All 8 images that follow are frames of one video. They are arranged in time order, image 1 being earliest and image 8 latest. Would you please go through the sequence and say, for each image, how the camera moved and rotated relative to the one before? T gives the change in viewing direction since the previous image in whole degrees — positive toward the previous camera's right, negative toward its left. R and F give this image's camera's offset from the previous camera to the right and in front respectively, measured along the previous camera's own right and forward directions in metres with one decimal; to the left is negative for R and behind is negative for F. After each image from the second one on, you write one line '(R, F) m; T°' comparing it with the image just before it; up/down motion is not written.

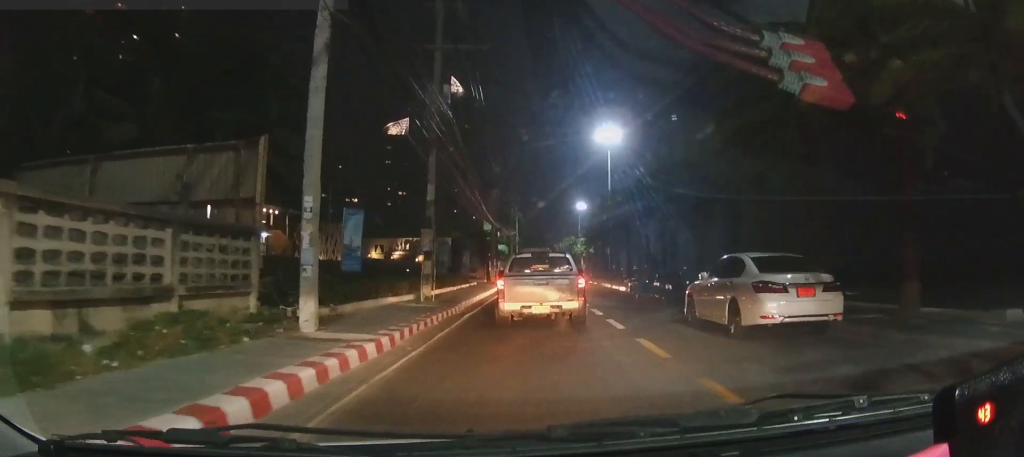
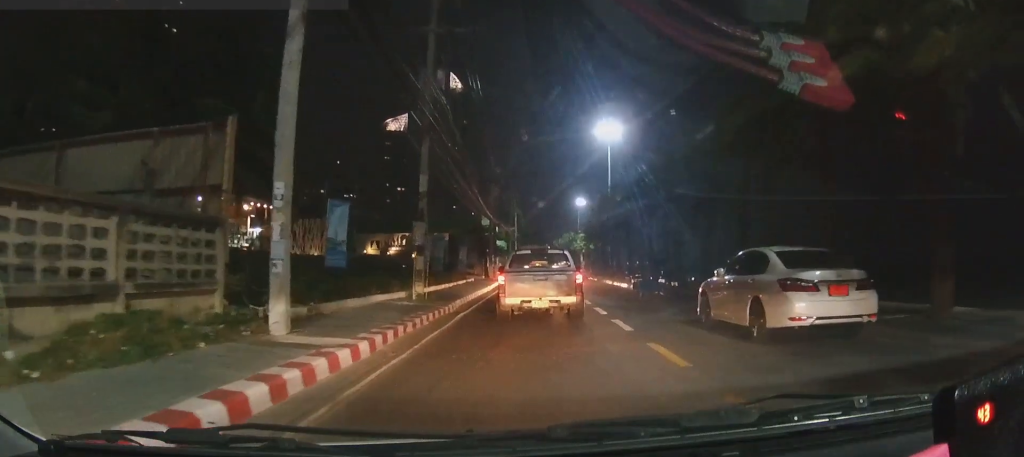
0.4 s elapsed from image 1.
(0.0, +1.3) m; +2°
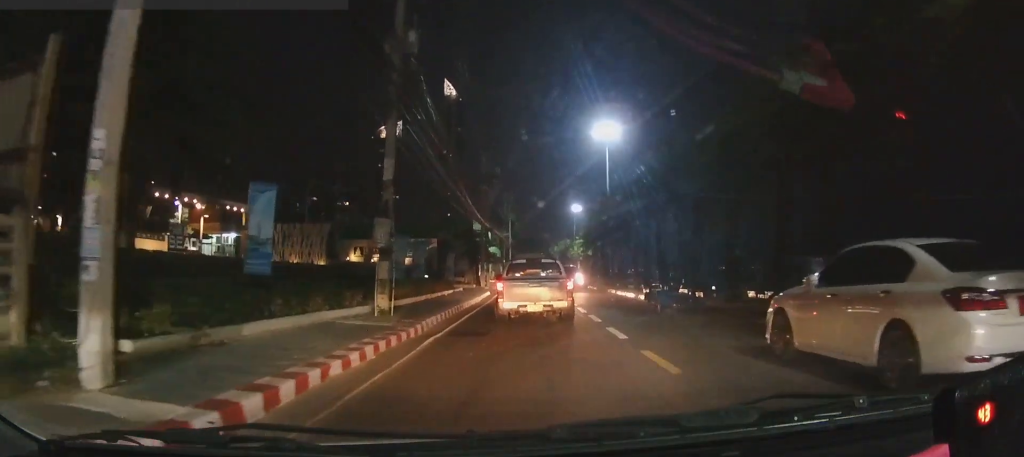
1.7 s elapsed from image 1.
(+0.1, +4.1) m; 0°
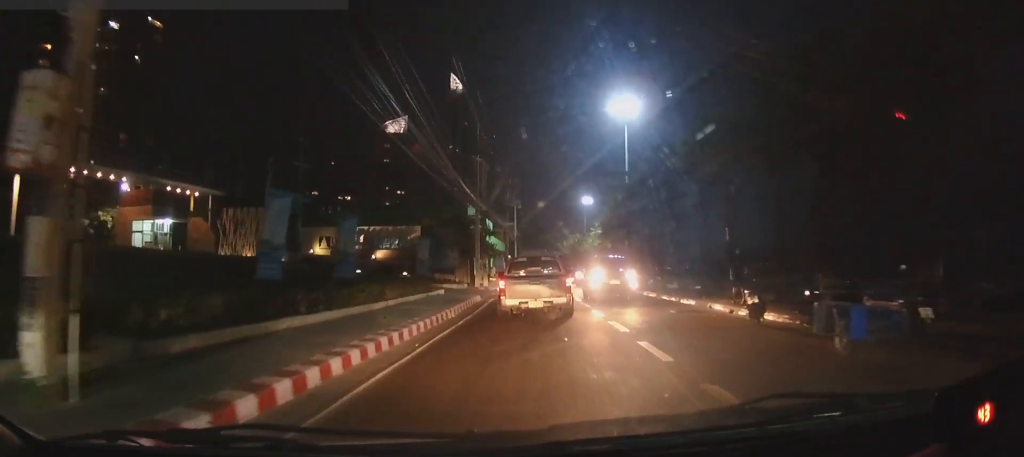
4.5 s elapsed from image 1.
(+0.6, +10.3) m; -1°
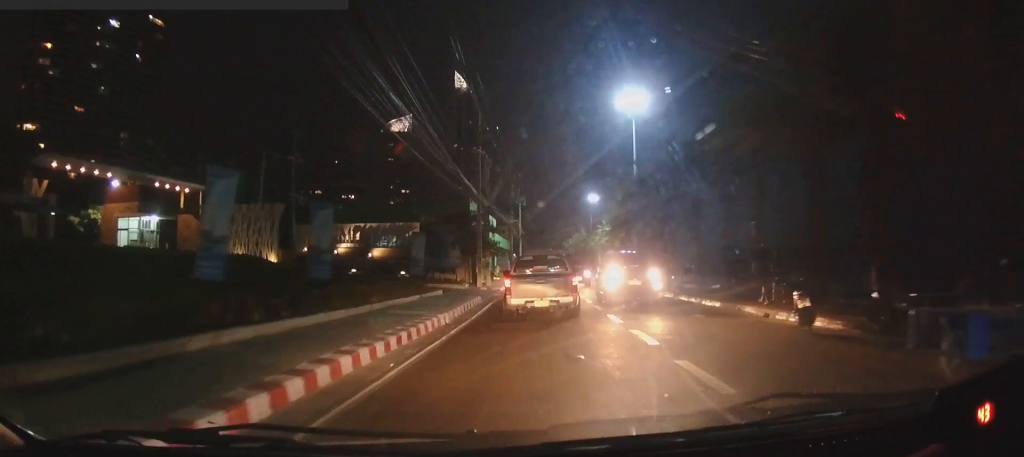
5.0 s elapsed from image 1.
(-0.1, +2.3) m; -3°
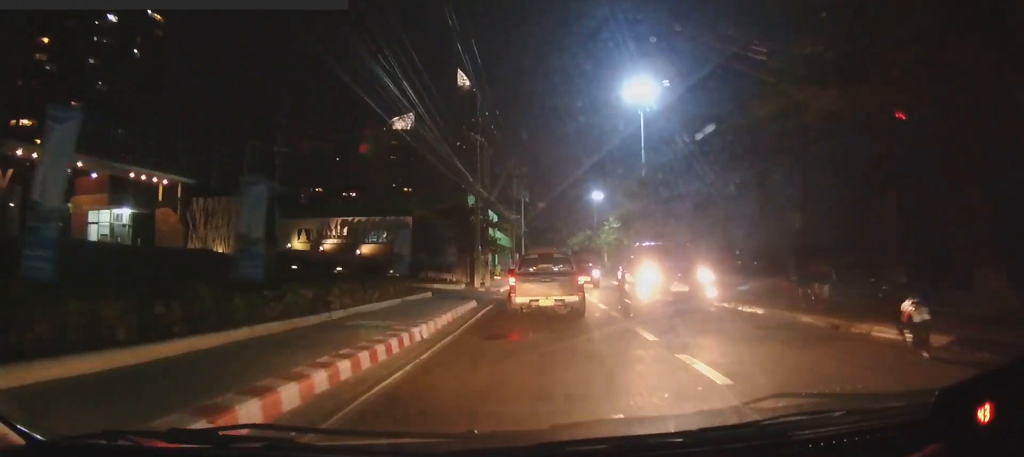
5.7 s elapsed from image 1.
(-0.1, +3.7) m; -4°
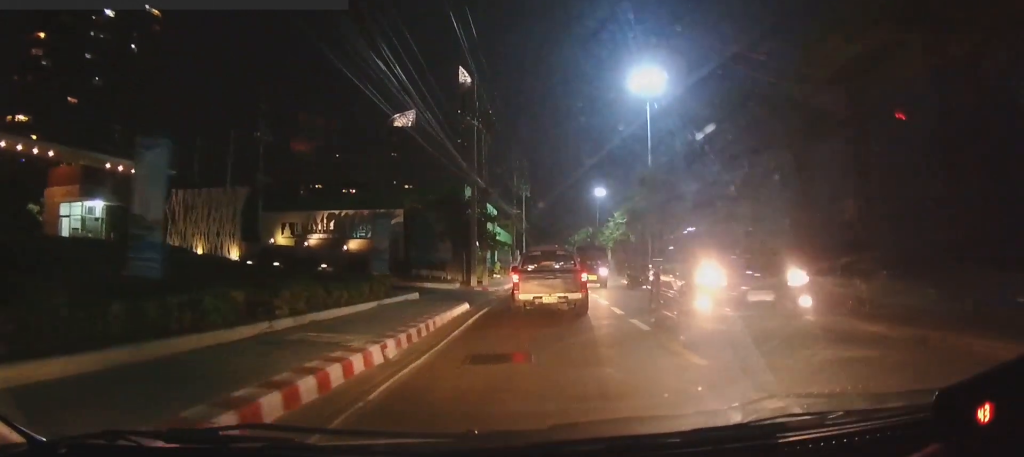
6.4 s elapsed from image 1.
(0.0, +3.1) m; -2°
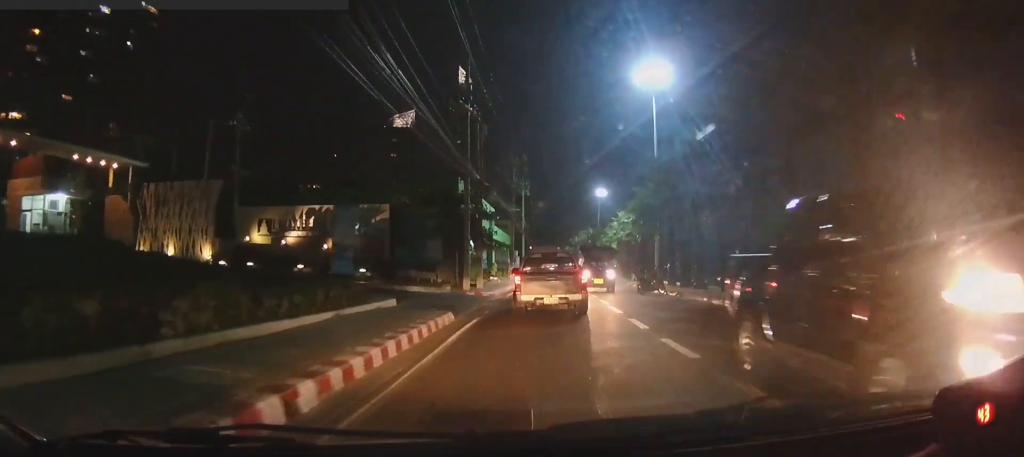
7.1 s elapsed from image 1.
(-0.2, +3.7) m; 0°
